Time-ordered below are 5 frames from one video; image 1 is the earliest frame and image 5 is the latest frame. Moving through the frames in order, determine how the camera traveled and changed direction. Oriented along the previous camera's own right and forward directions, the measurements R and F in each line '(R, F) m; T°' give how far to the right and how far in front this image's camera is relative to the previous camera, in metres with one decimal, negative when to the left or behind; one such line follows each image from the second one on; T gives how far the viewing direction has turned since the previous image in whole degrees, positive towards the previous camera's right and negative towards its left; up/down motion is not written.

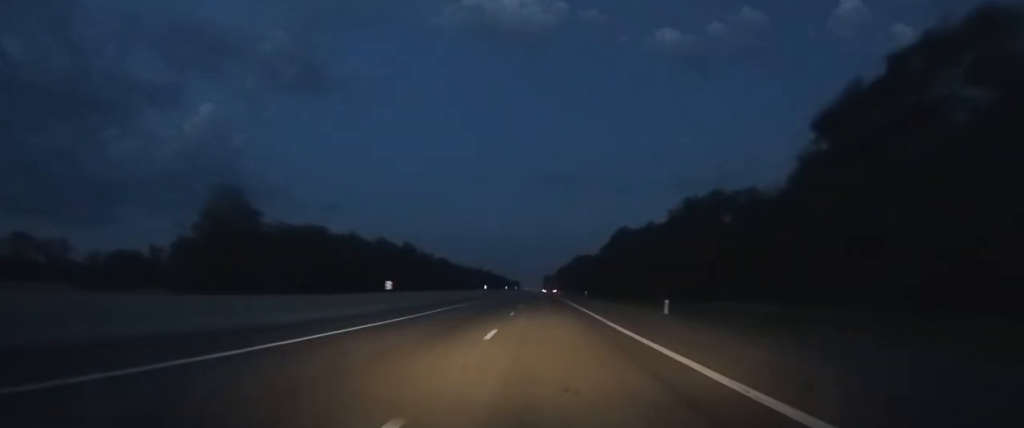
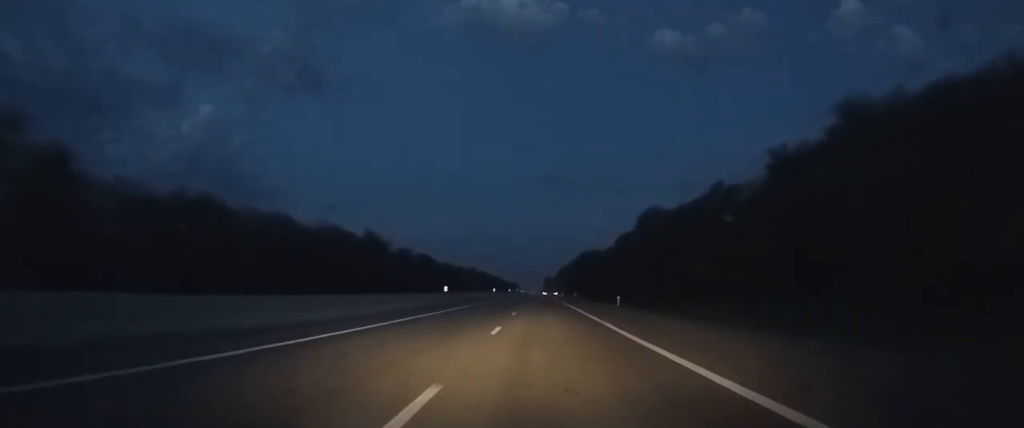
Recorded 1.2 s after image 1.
(+0.1, +33.9) m; 0°
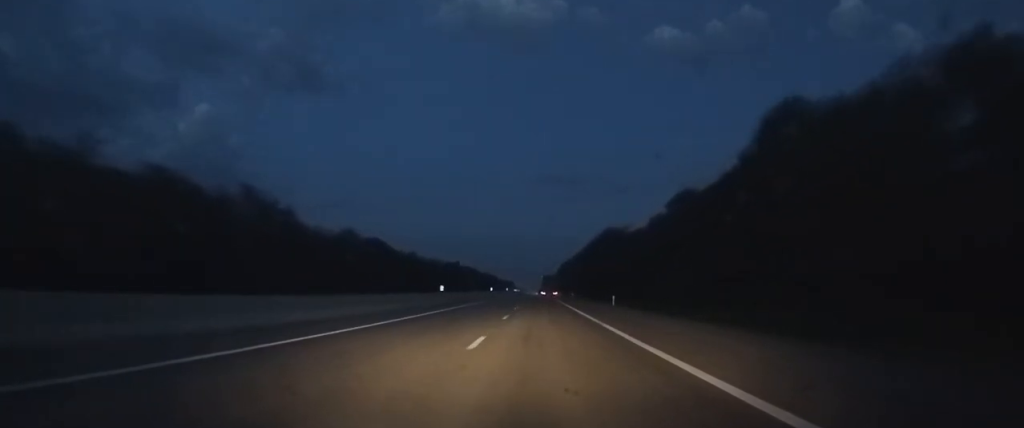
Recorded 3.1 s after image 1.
(-0.1, +52.0) m; 0°
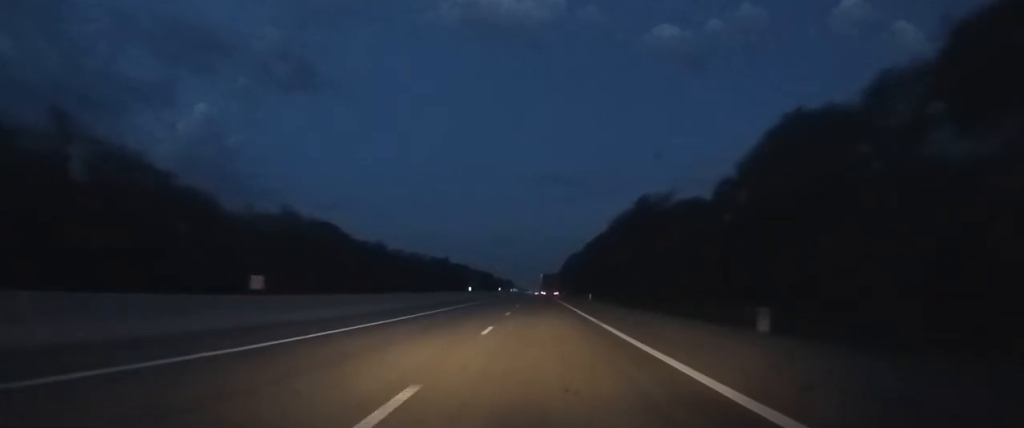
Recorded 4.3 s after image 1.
(+0.1, +31.8) m; 0°
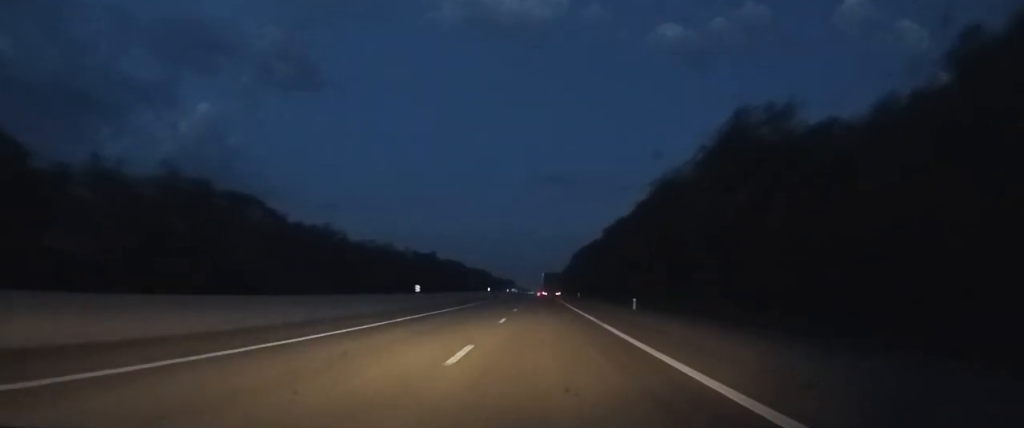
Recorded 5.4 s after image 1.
(0.0, +30.0) m; 0°
